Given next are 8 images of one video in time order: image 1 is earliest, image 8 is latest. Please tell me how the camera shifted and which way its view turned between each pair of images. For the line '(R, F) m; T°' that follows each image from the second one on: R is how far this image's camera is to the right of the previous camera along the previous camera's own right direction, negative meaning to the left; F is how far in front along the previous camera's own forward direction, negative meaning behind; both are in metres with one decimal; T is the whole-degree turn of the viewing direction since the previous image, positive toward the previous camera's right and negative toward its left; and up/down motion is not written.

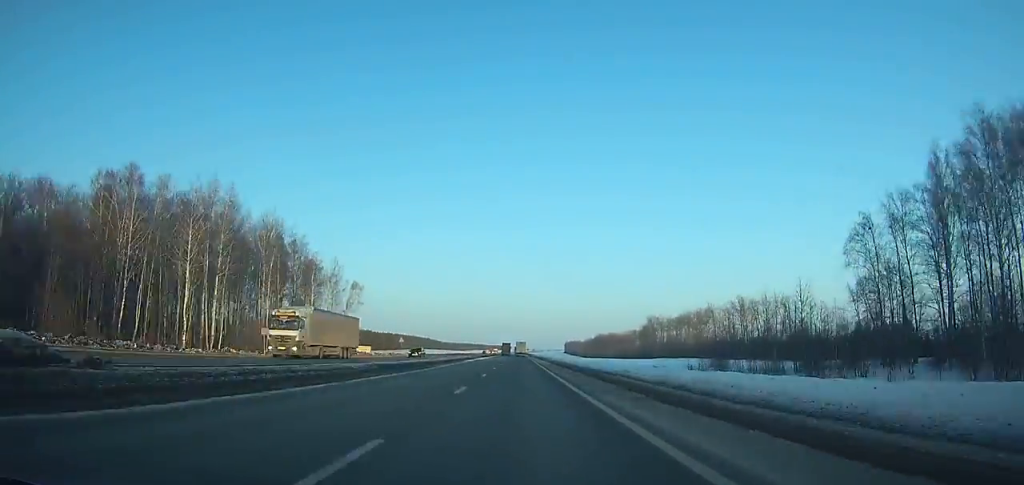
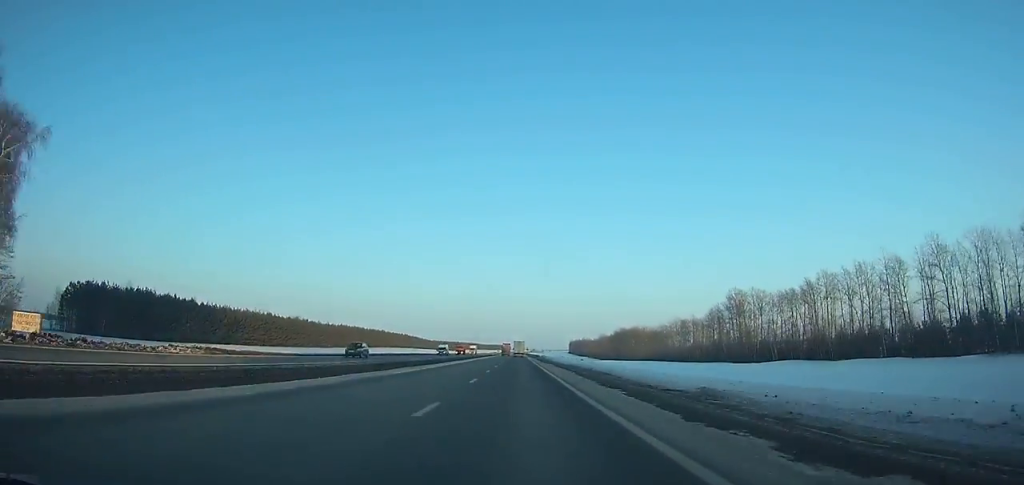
(-0.1, +102.1) m; 0°
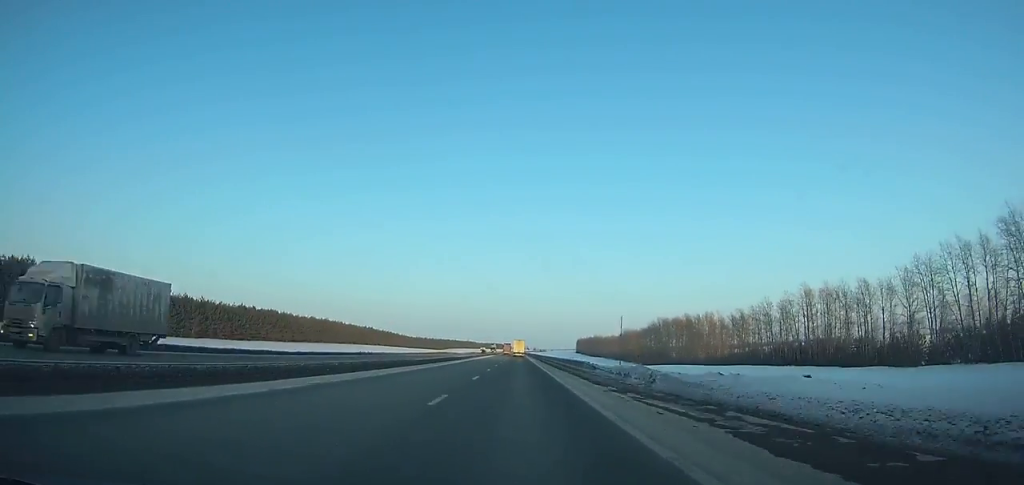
(+0.1, +106.7) m; 0°
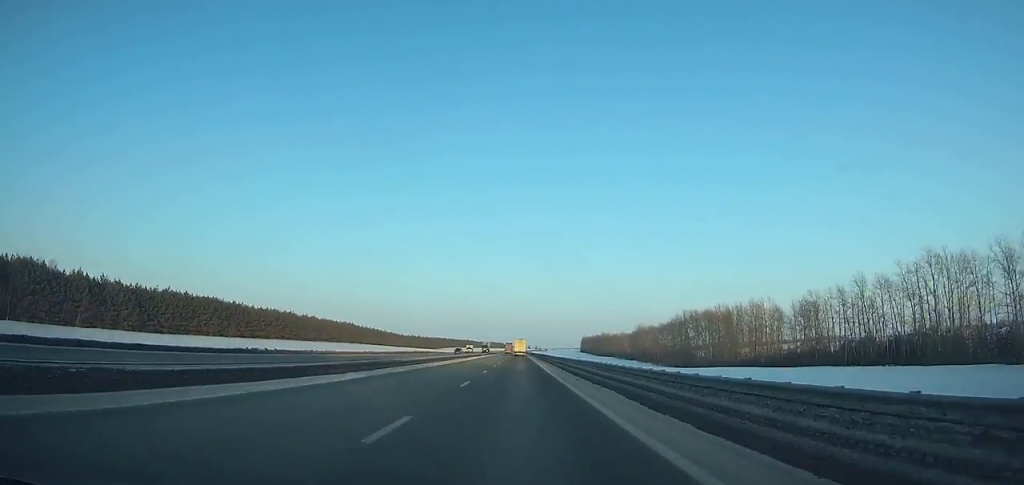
(0.0, +42.3) m; 0°
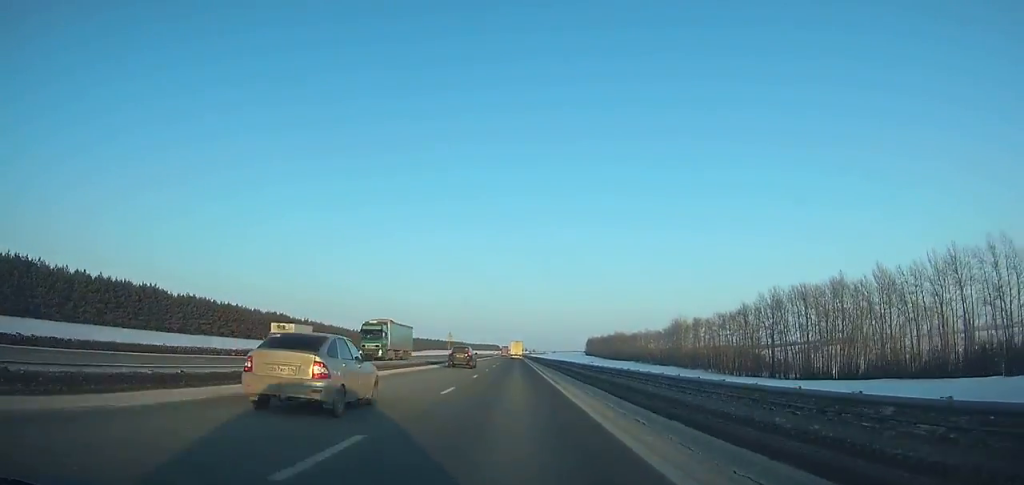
(+0.2, +87.9) m; 0°
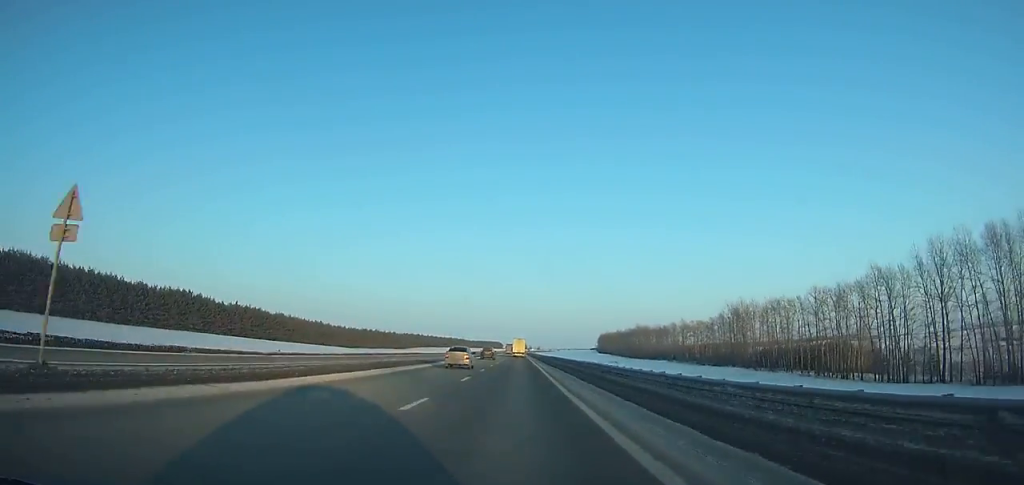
(0.0, +66.0) m; 0°
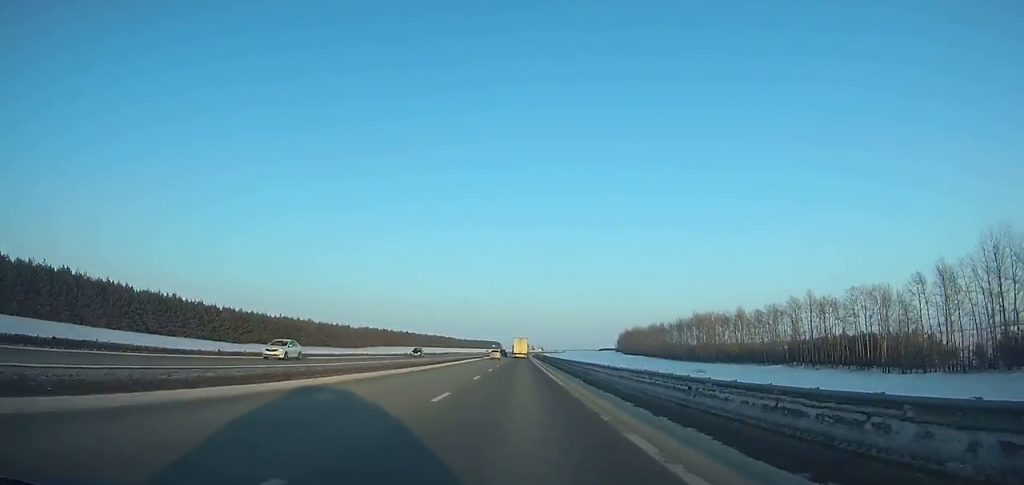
(-0.4, +118.0) m; 0°
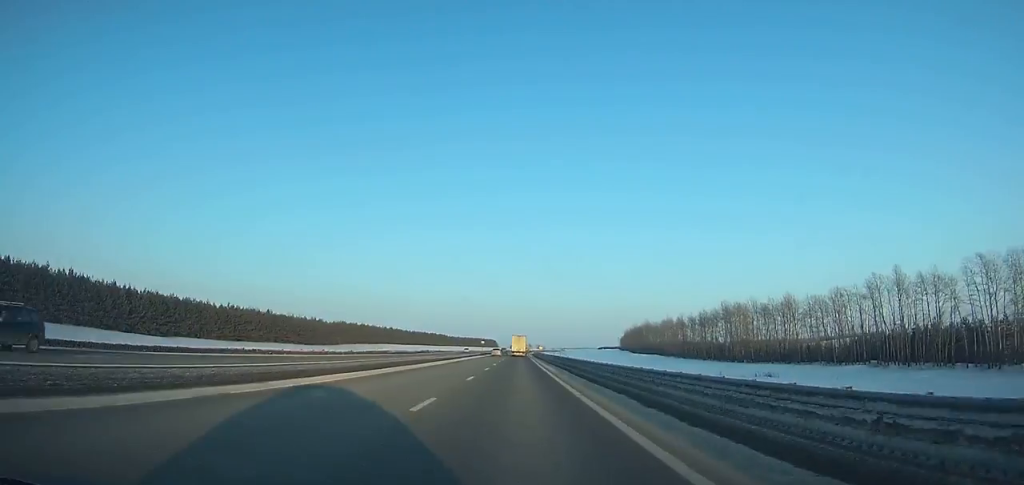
(0.0, +38.7) m; 0°
